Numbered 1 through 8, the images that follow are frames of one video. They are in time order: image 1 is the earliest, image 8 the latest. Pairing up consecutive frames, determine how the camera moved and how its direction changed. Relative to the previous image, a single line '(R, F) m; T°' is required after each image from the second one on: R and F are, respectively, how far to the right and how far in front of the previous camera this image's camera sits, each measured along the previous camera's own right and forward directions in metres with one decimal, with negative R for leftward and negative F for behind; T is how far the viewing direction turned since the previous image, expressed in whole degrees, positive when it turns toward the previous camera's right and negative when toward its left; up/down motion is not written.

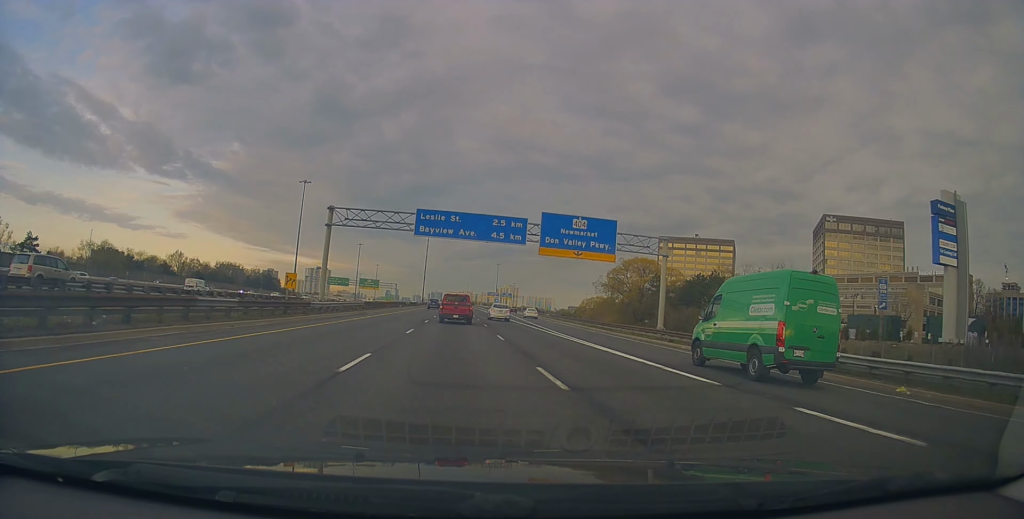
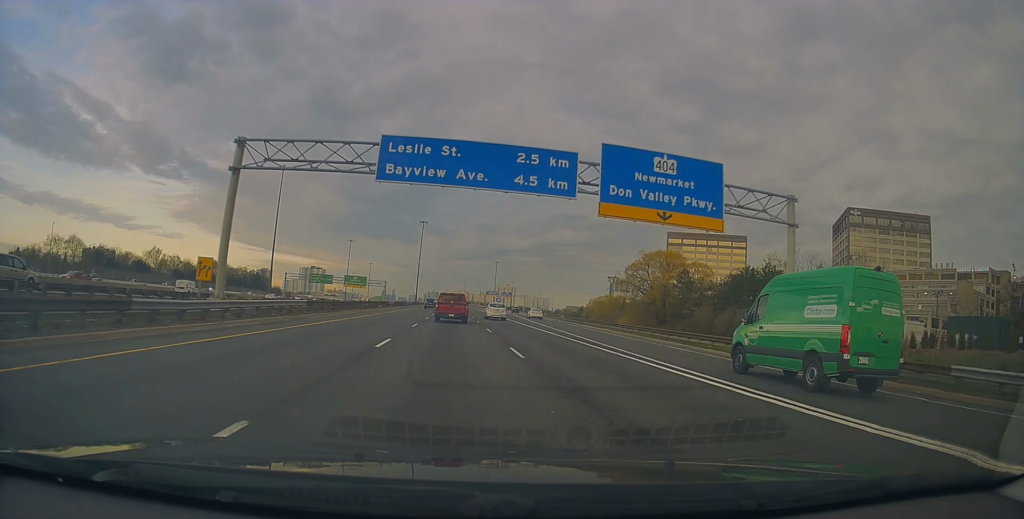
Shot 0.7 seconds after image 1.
(+0.3, +18.7) m; +1°
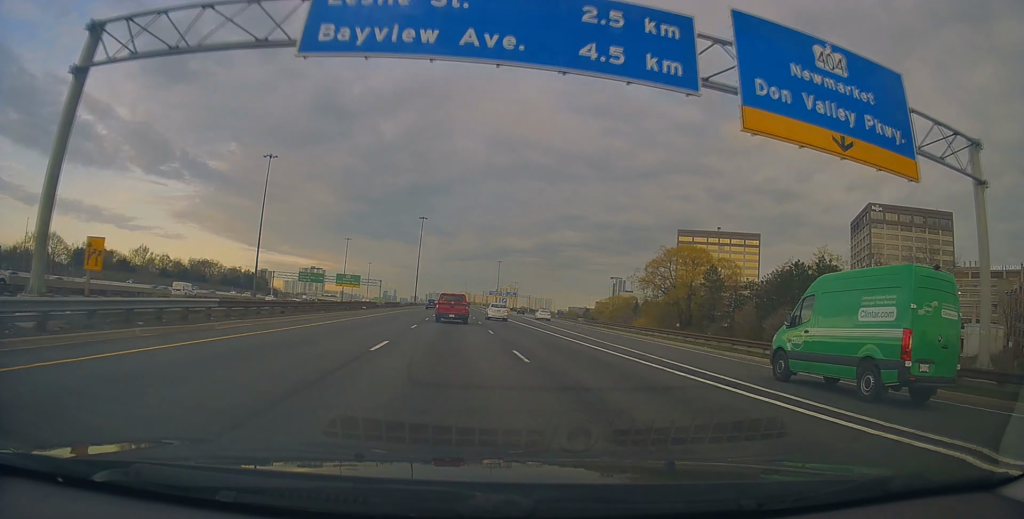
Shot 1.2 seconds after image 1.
(0.0, +12.8) m; 0°
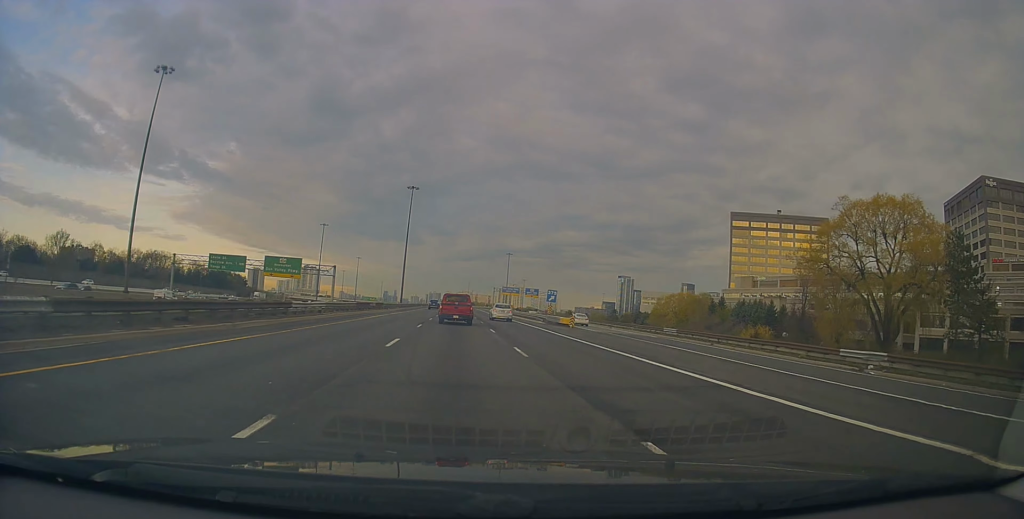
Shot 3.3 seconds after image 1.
(-0.8, +59.1) m; 0°
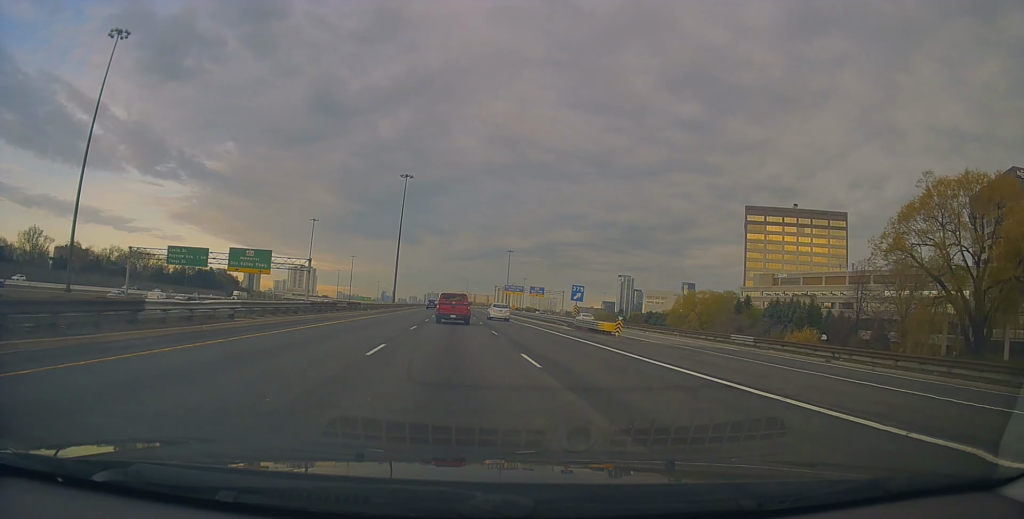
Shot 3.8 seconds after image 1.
(+0.2, +14.9) m; +1°
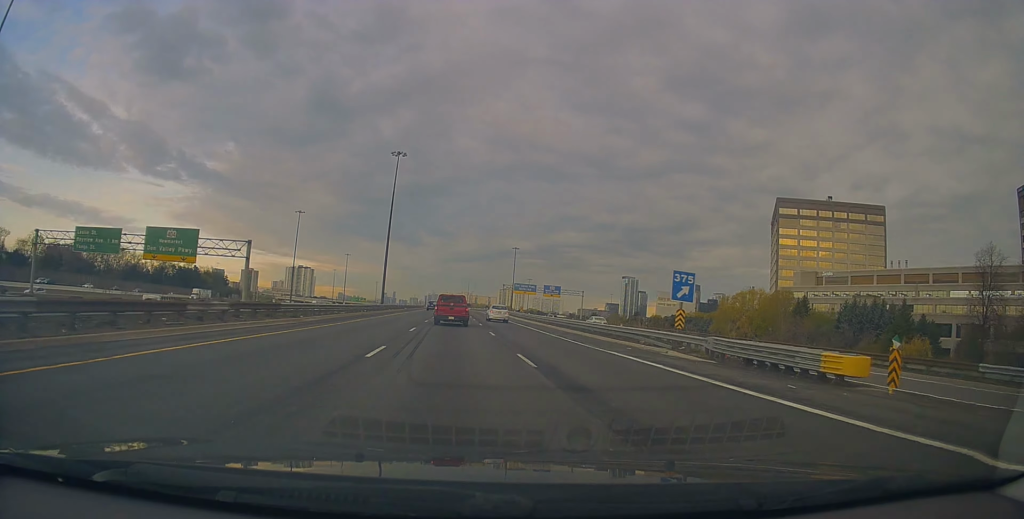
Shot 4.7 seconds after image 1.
(0.0, +24.5) m; 0°
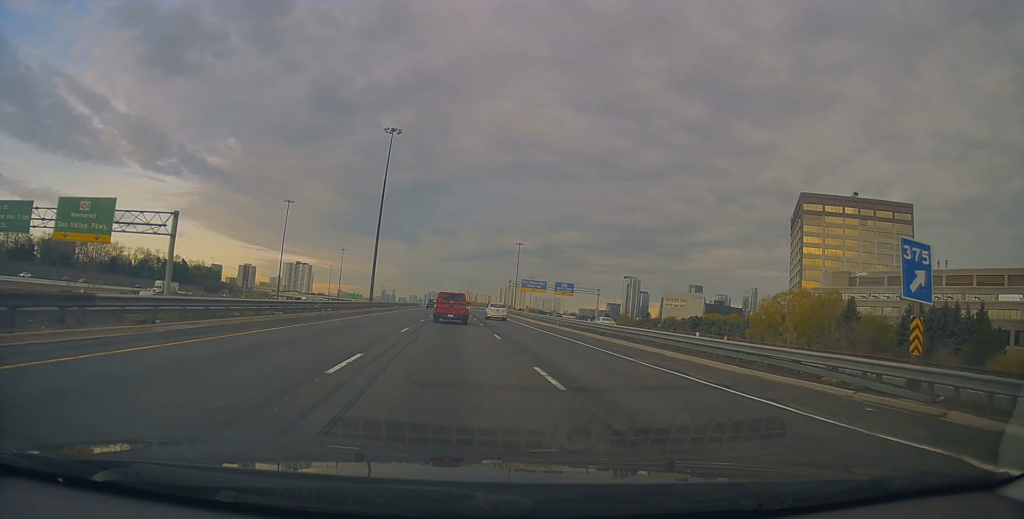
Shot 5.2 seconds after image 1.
(0.0, +15.2) m; 0°
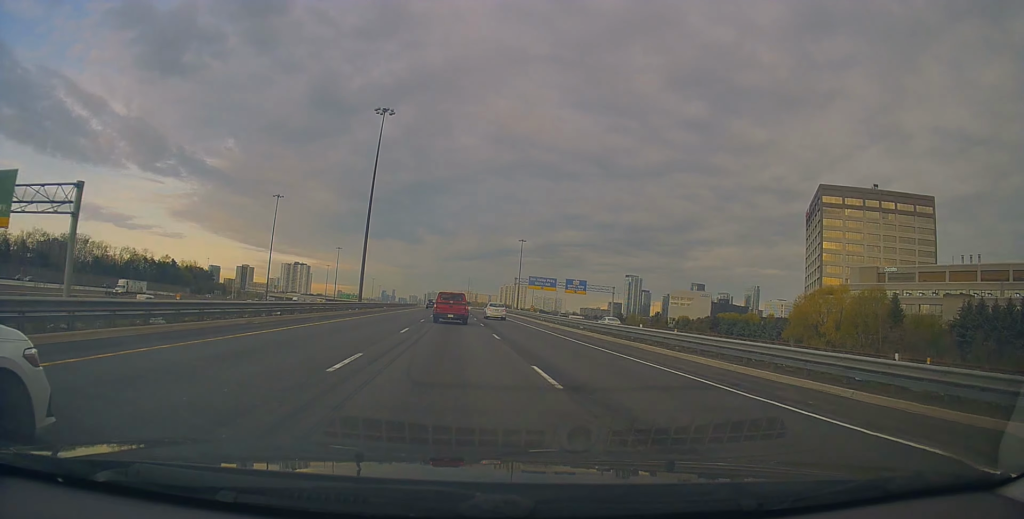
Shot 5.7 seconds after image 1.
(0.0, +12.4) m; 0°
